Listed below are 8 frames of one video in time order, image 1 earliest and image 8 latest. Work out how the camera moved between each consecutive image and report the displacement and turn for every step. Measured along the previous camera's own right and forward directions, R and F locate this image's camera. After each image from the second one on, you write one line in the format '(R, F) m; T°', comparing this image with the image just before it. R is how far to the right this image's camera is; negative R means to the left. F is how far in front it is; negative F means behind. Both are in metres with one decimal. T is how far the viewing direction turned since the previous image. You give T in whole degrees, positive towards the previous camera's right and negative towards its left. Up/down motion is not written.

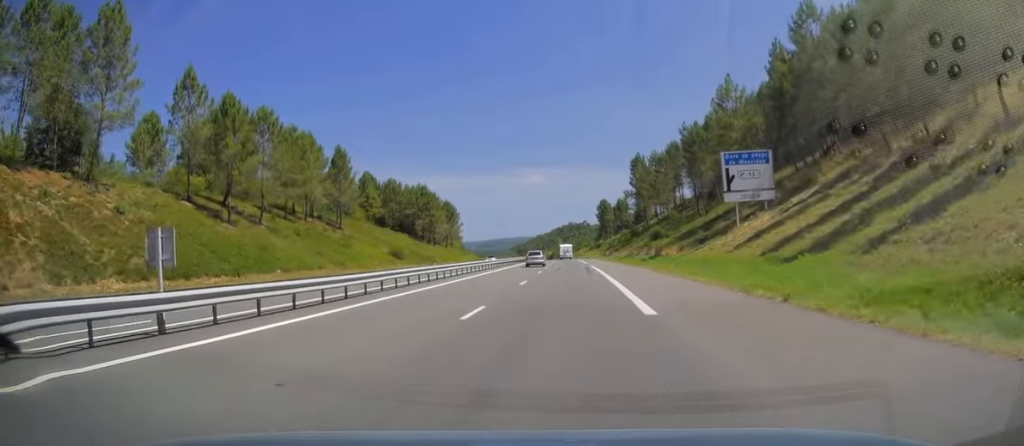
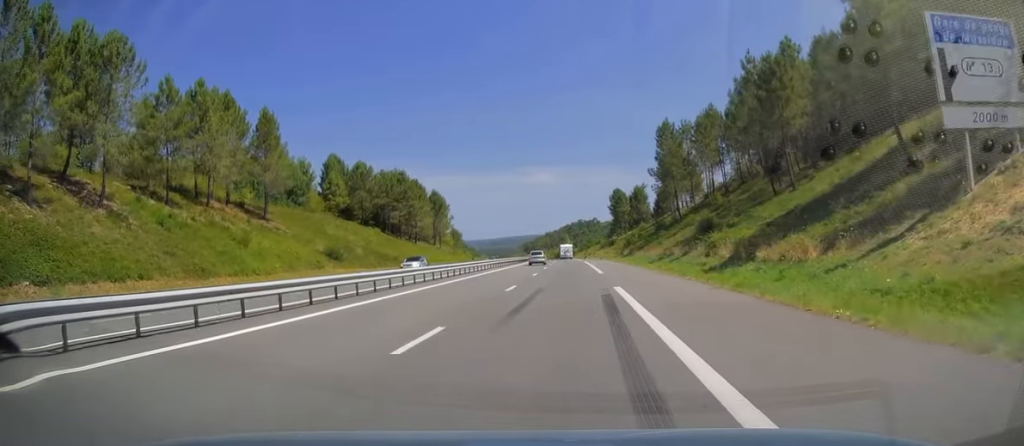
(-0.2, +30.6) m; -1°
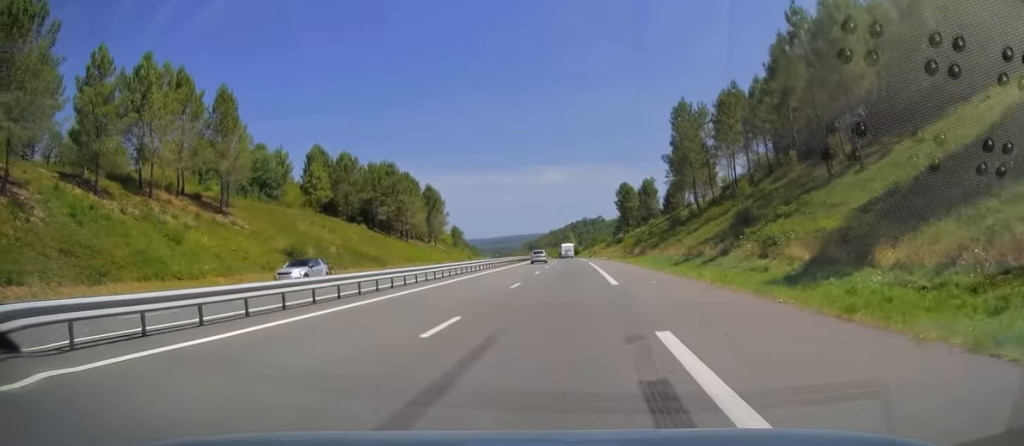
(-0.1, +11.9) m; 0°
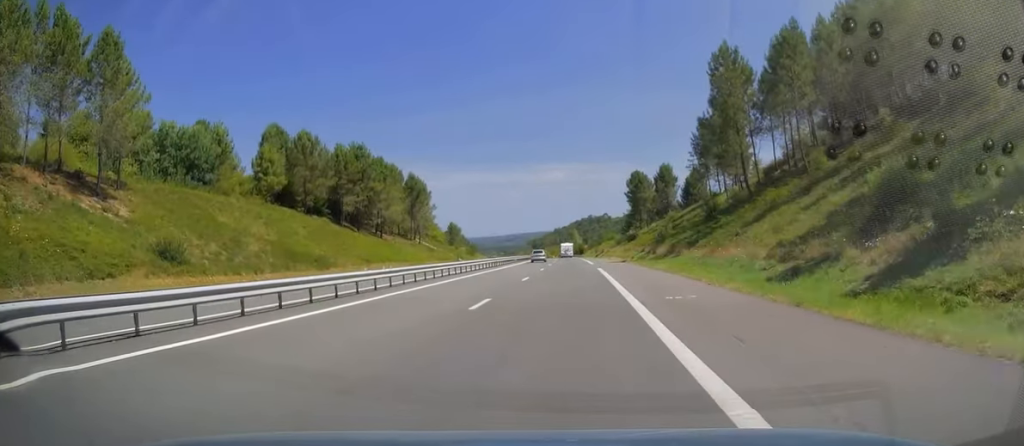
(-0.1, +22.3) m; 0°
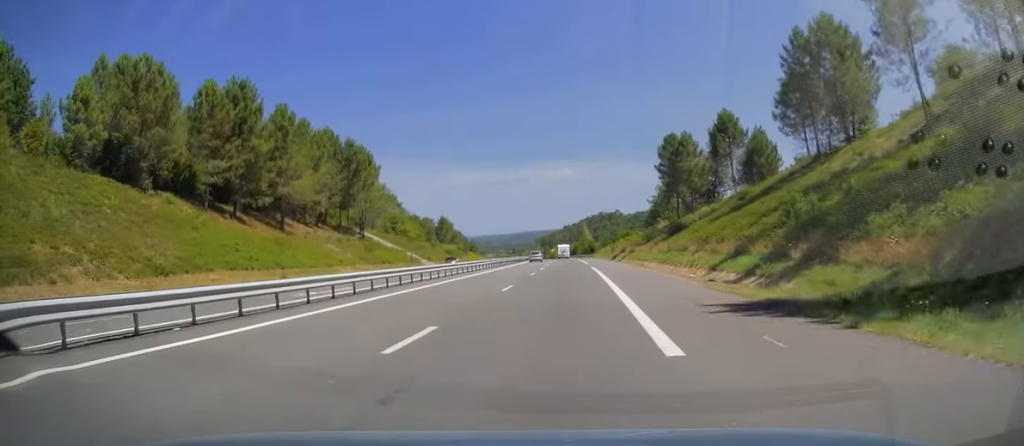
(-0.2, +46.0) m; -1°
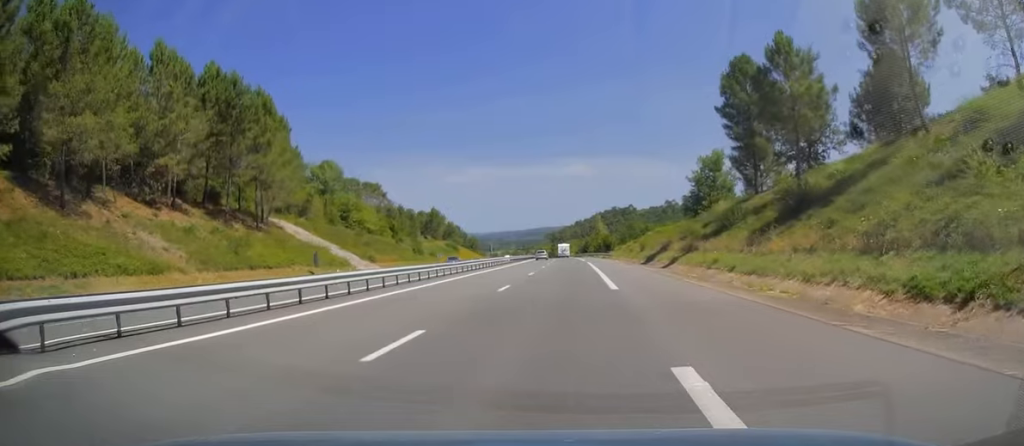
(-0.5, +40.6) m; -1°
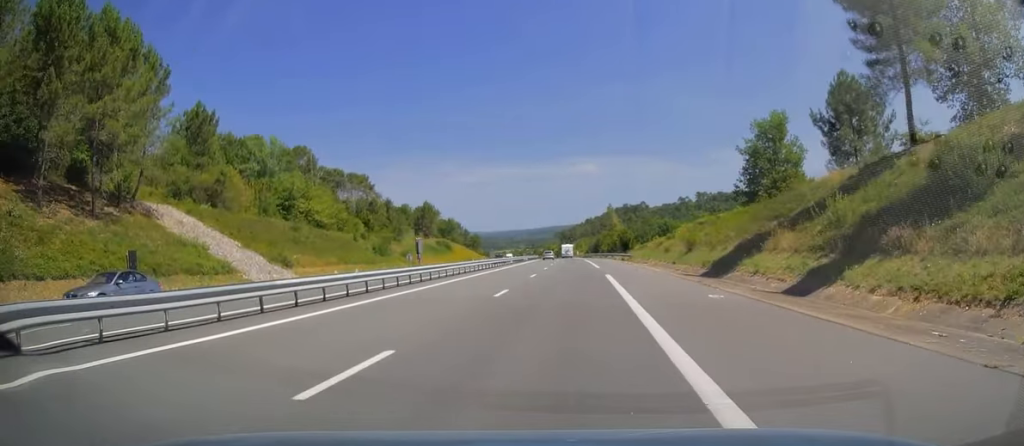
(-0.2, +28.7) m; -1°
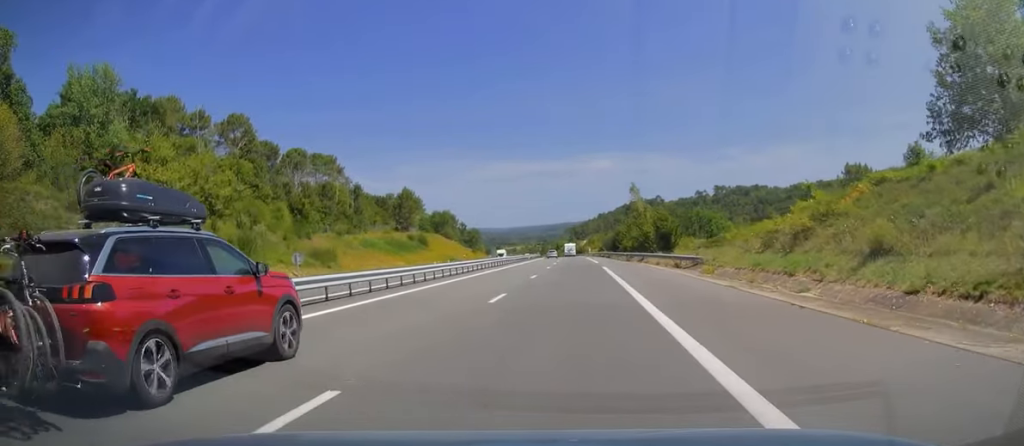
(-0.4, +42.5) m; -1°
